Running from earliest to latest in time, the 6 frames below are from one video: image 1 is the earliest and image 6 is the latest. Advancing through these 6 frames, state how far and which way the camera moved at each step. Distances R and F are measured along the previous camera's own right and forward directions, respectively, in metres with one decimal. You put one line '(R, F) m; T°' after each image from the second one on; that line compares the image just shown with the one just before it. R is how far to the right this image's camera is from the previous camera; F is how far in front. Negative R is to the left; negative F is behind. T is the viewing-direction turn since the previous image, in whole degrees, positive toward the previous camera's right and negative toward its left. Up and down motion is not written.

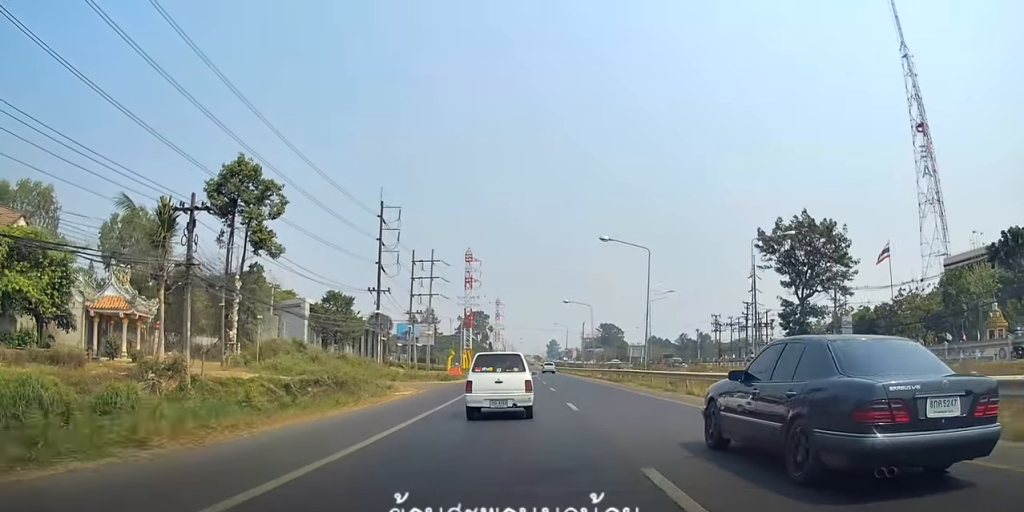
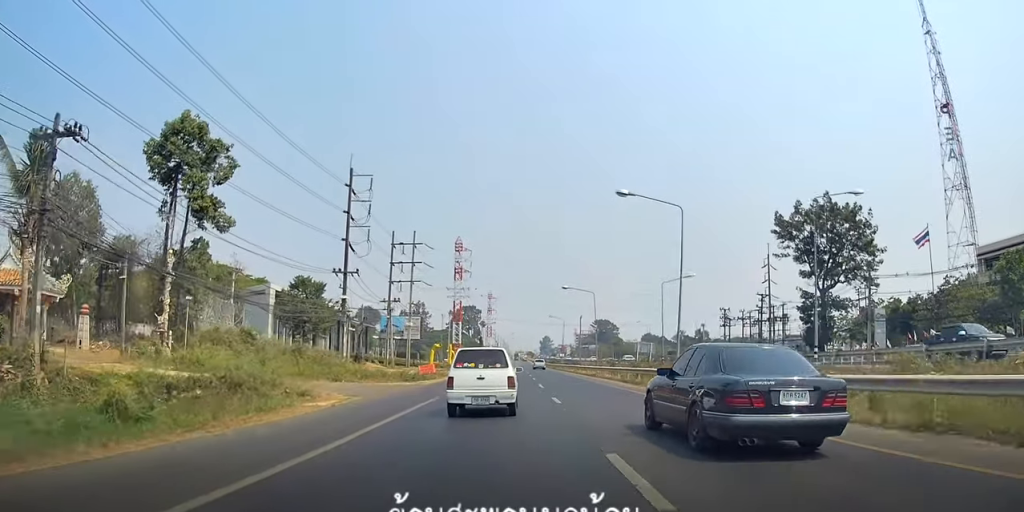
(-0.1, +11.0) m; +1°
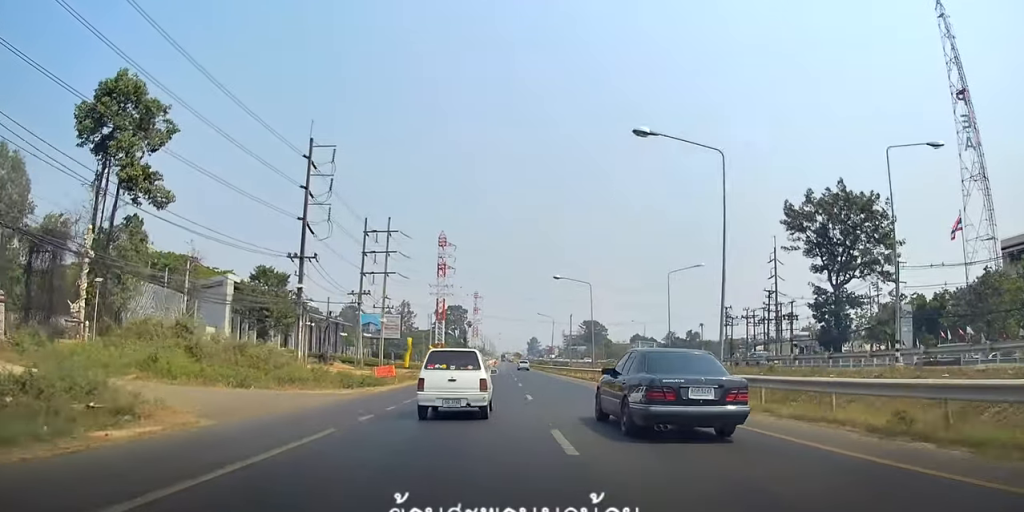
(0.0, +8.2) m; +1°
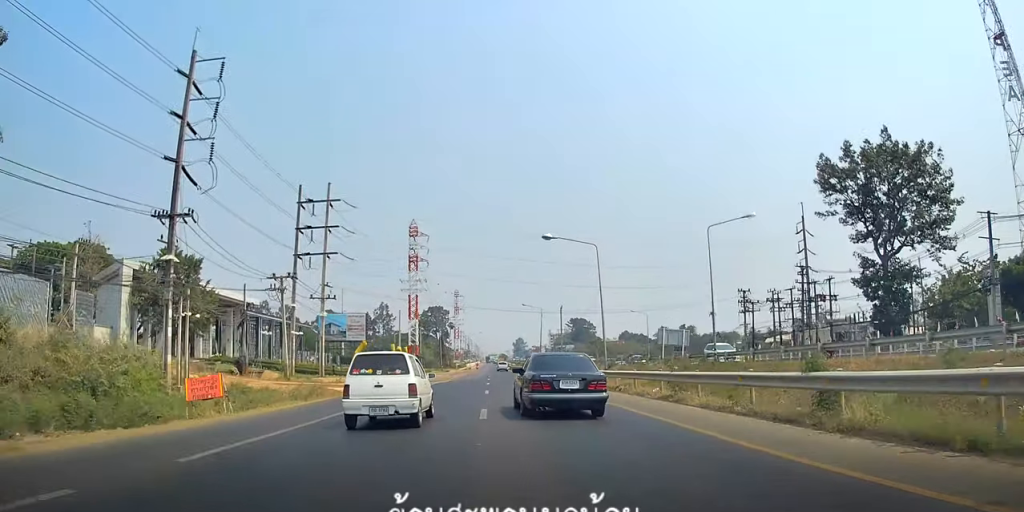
(+0.6, +18.3) m; +2°
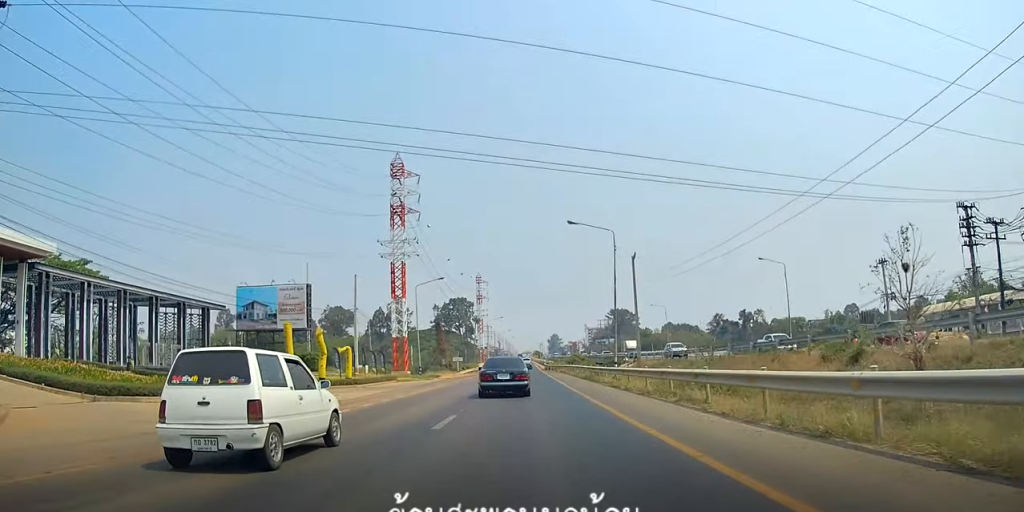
(-0.4, +49.0) m; -1°
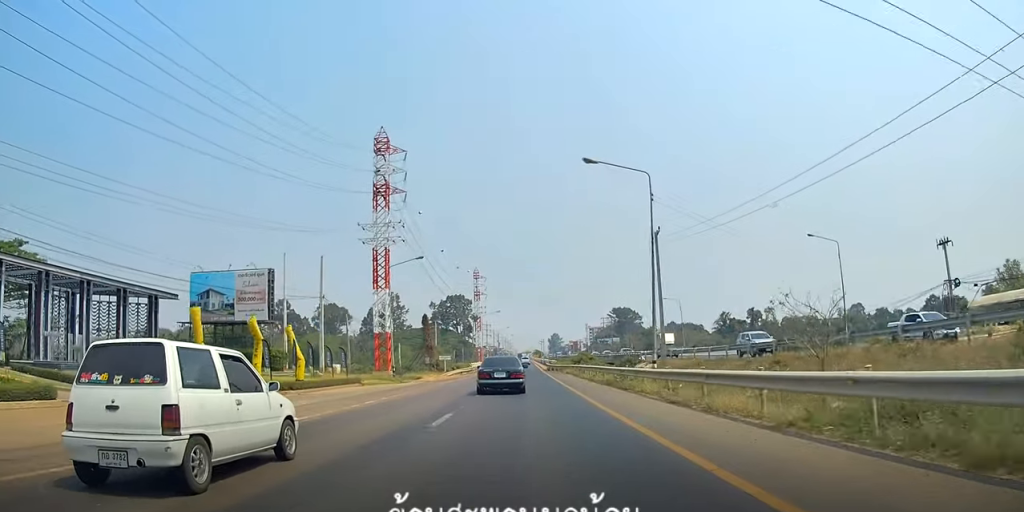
(0.0, +11.8) m; 0°
